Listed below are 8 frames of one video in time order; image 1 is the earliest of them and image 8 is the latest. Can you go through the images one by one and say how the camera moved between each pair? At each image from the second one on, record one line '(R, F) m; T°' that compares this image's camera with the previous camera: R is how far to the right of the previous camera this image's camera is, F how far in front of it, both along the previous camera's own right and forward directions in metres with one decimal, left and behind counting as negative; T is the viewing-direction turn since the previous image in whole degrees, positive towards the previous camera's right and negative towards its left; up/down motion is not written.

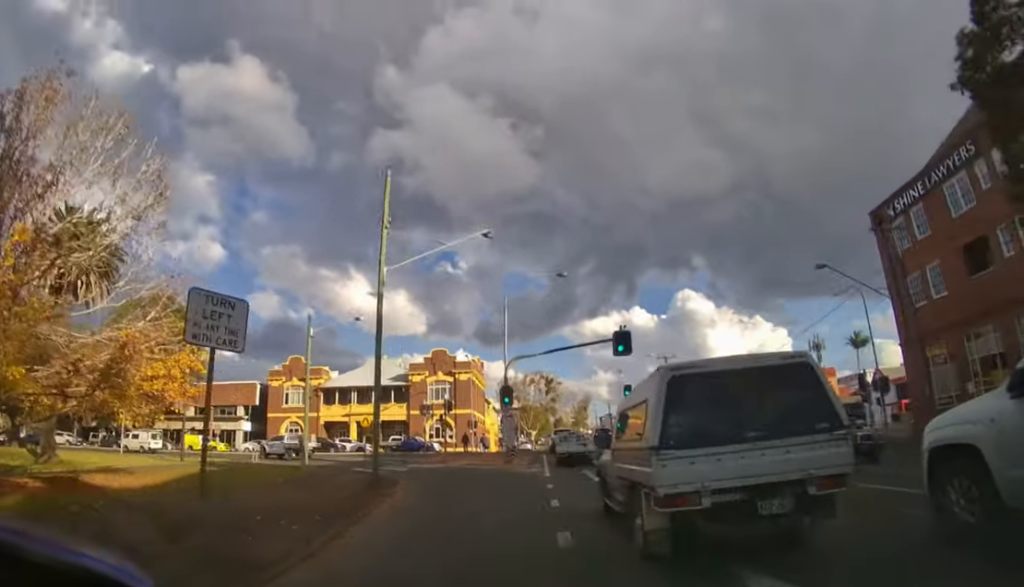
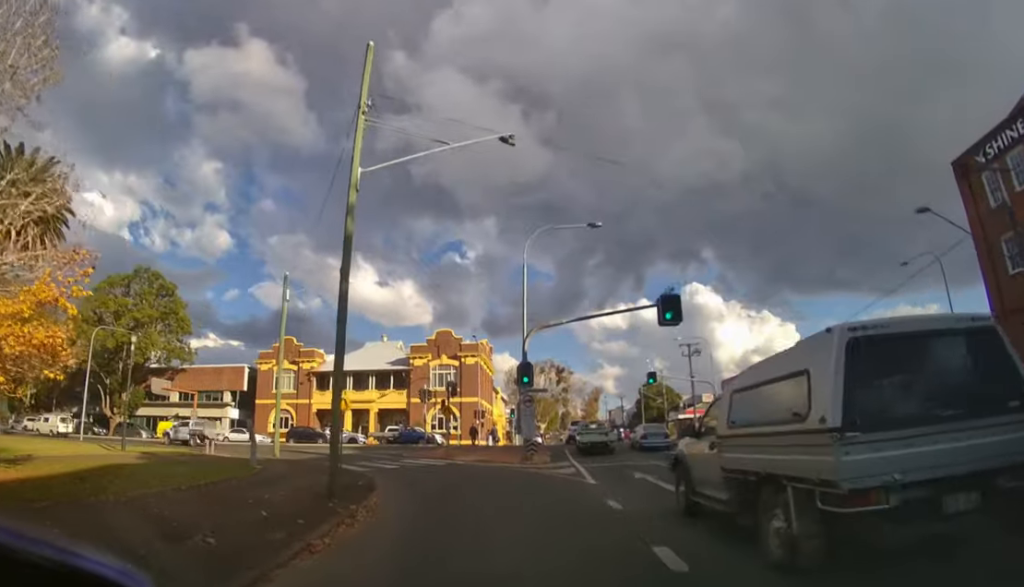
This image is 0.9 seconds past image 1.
(-0.2, +6.0) m; -2°
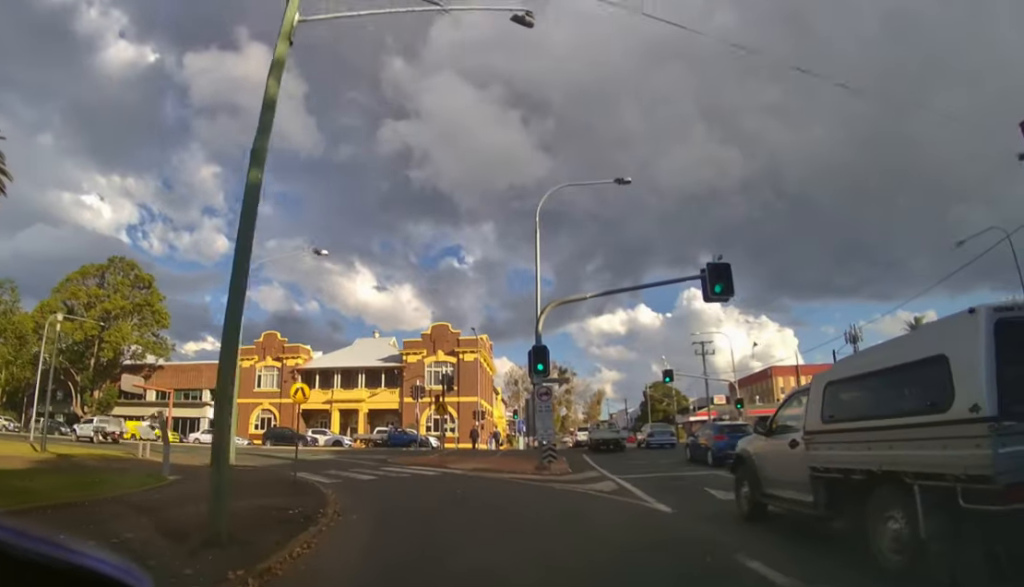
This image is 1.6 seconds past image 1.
(+0.1, +4.8) m; -2°
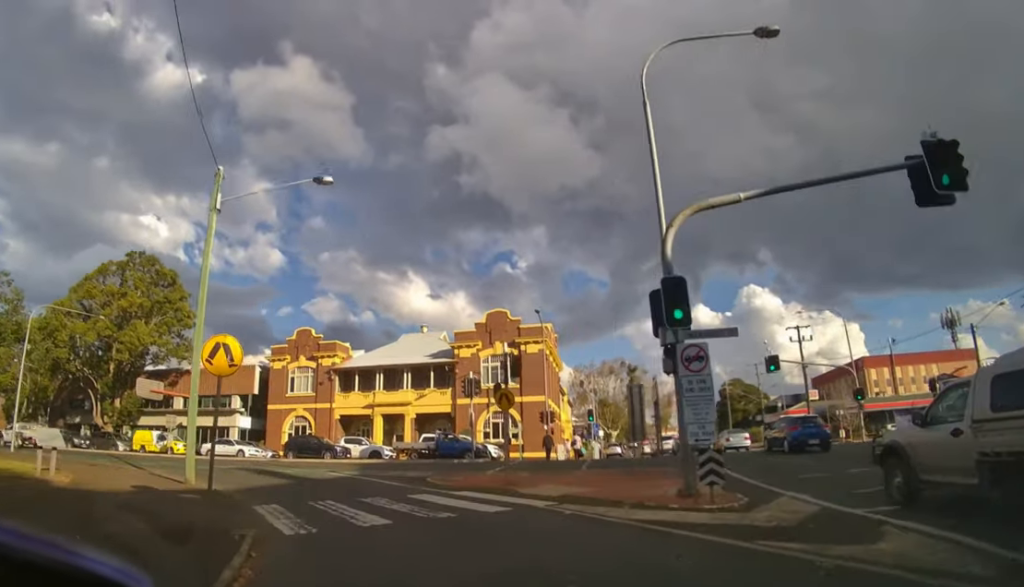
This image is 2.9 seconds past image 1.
(-0.7, +8.8) m; -9°
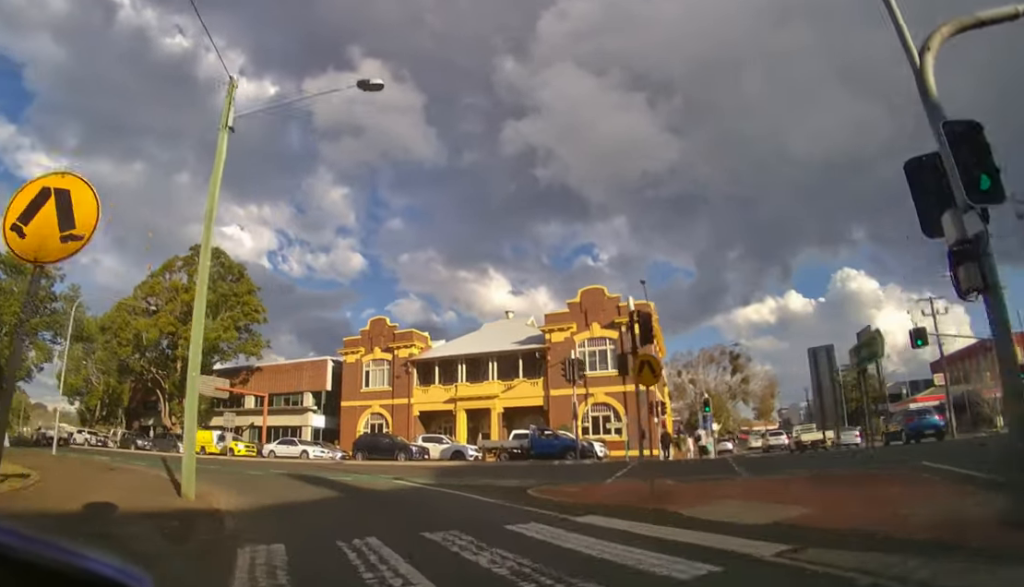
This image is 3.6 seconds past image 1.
(-0.2, +5.4) m; -7°
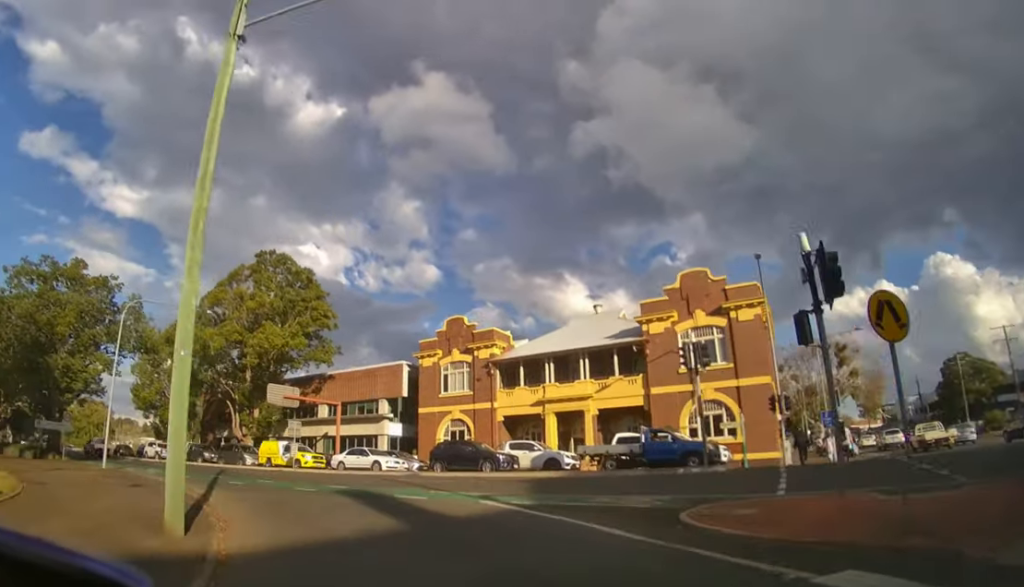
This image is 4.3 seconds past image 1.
(-0.3, +4.1) m; -10°
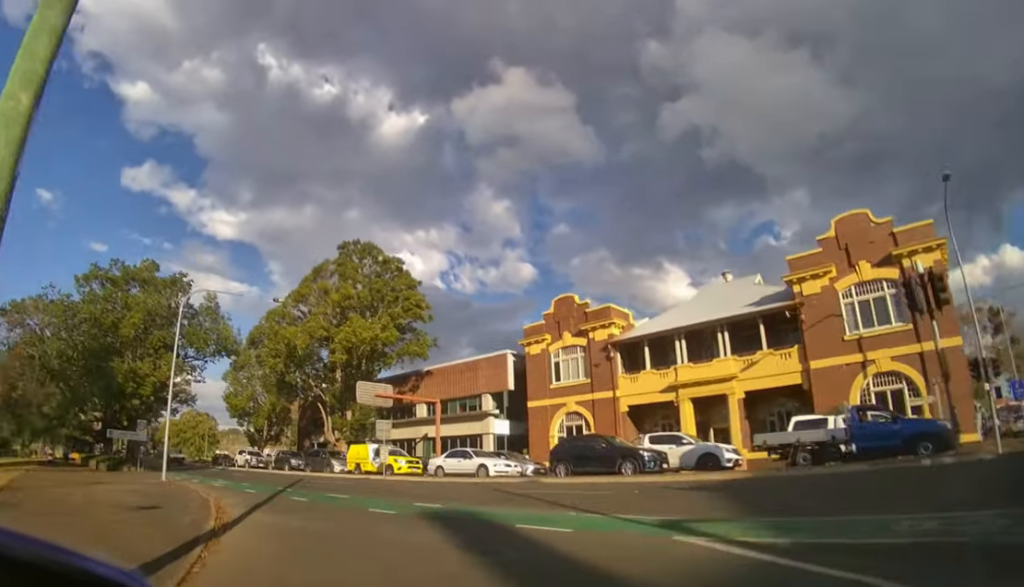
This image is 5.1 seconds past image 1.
(-0.6, +4.7) m; -14°
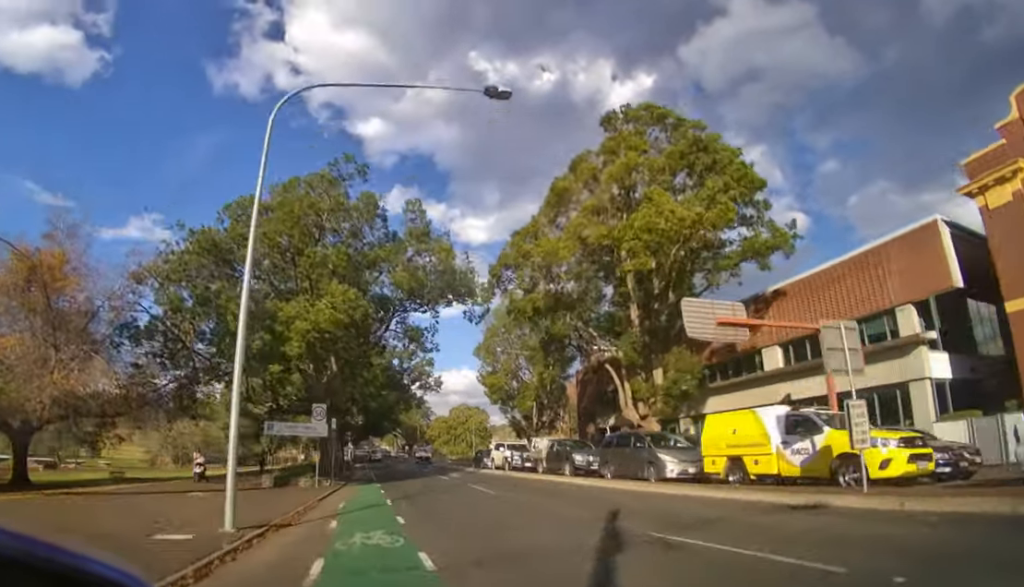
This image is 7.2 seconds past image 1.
(-3.7, +13.7) m; -24°
